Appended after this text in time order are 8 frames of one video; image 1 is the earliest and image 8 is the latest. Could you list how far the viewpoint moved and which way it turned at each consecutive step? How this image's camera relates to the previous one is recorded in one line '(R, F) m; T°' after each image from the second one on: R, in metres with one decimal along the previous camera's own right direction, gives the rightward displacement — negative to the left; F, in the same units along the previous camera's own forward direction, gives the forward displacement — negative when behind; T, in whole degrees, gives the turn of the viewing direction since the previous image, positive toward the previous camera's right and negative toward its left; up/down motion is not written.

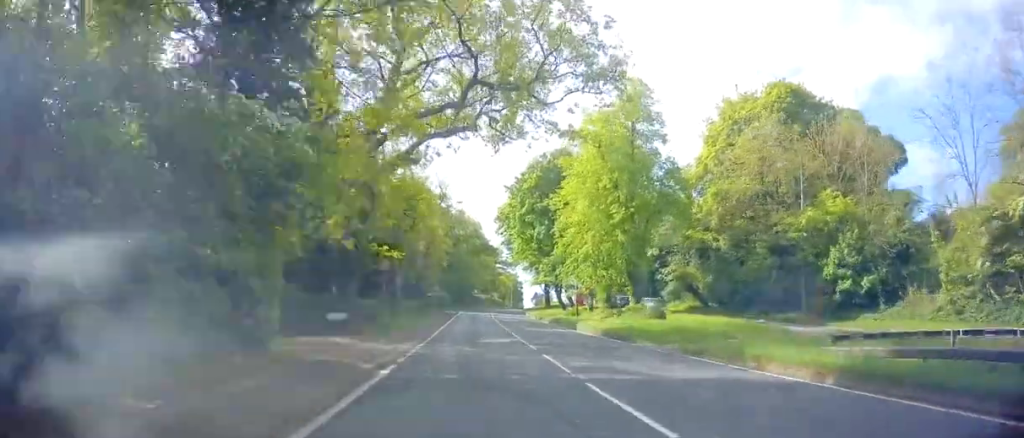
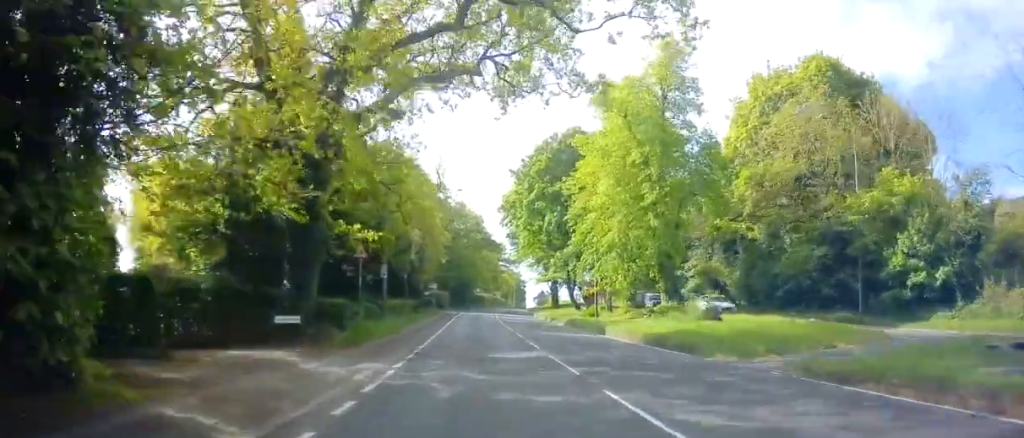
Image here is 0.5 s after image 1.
(-0.2, +7.0) m; 0°
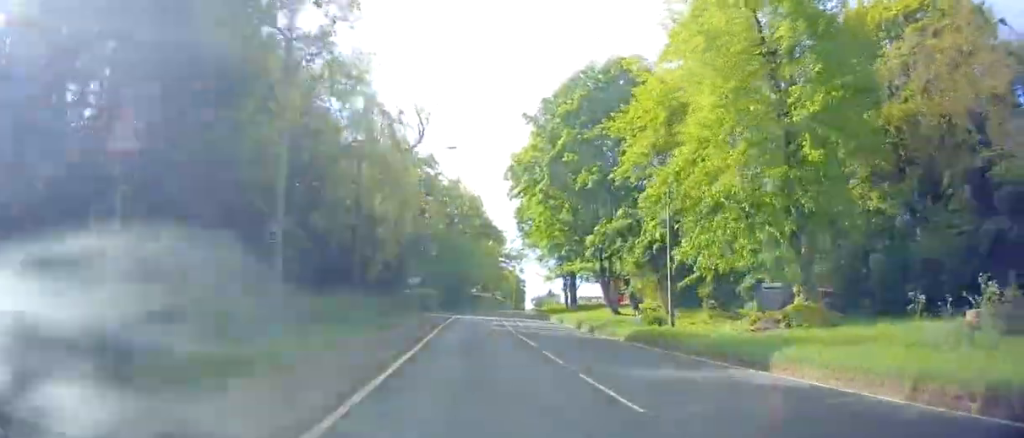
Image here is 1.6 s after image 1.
(+0.3, +16.2) m; +1°
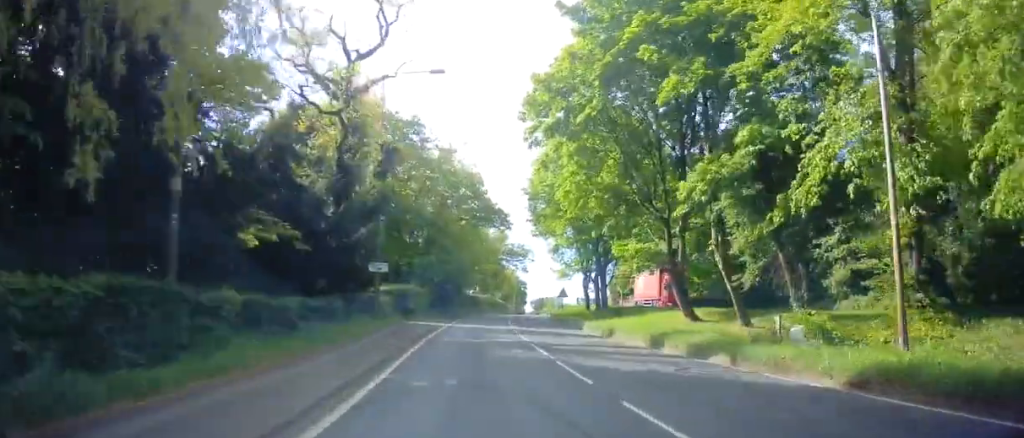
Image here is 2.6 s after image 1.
(0.0, +15.0) m; 0°
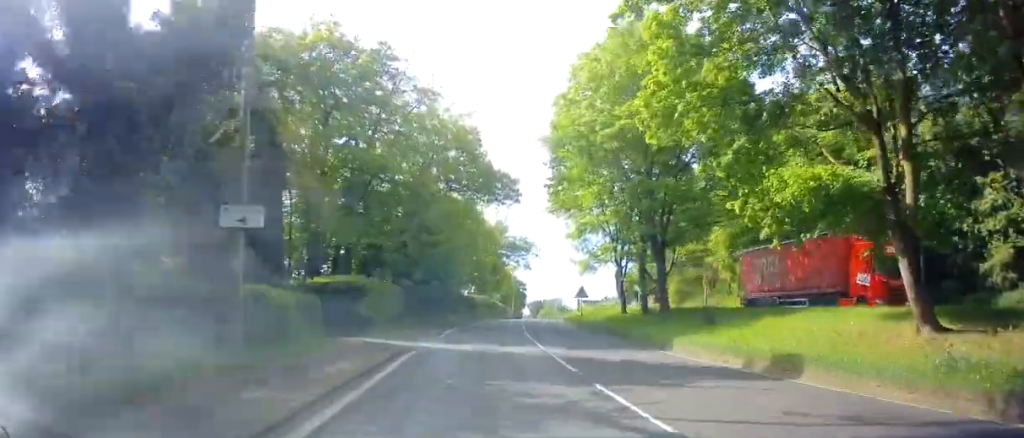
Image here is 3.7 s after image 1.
(-0.1, +16.3) m; +1°
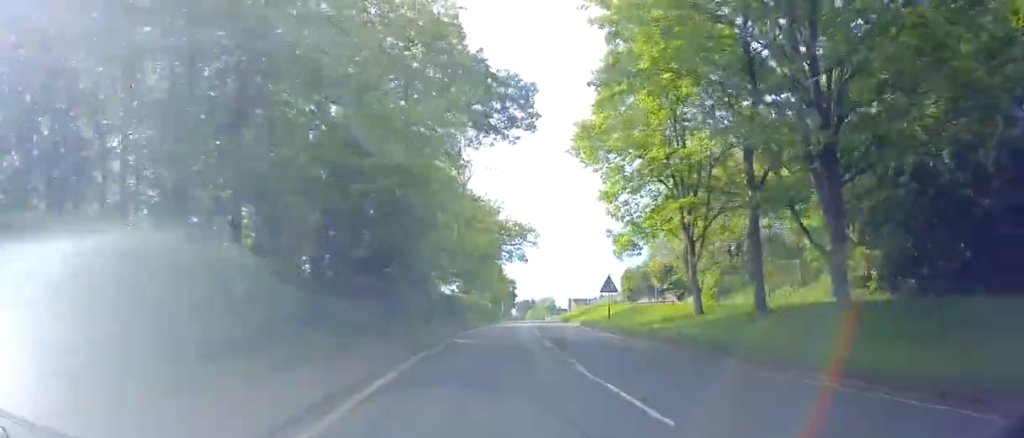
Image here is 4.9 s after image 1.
(+0.4, +17.8) m; +2°
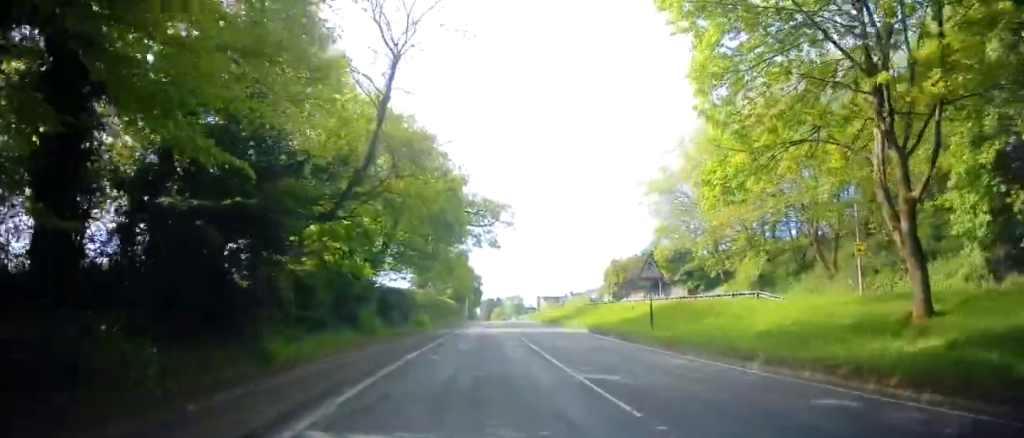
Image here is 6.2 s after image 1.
(+0.4, +17.4) m; +3°
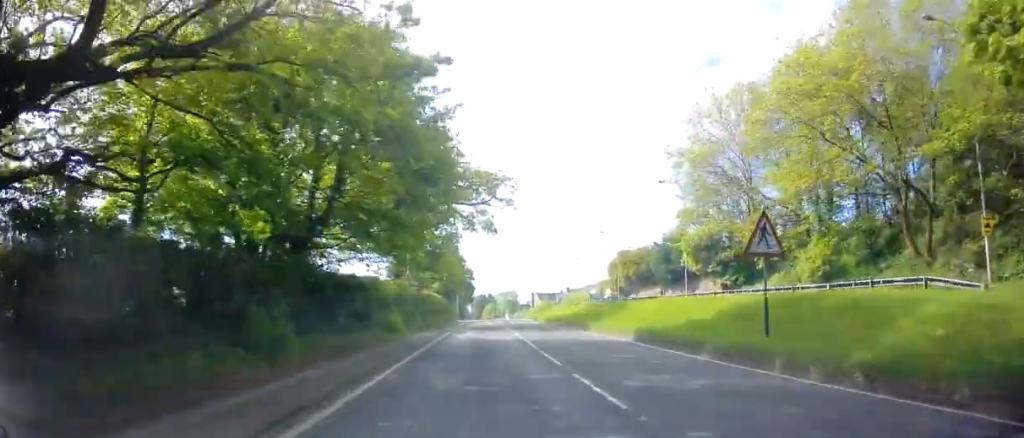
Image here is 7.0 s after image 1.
(+0.2, +11.1) m; +1°
